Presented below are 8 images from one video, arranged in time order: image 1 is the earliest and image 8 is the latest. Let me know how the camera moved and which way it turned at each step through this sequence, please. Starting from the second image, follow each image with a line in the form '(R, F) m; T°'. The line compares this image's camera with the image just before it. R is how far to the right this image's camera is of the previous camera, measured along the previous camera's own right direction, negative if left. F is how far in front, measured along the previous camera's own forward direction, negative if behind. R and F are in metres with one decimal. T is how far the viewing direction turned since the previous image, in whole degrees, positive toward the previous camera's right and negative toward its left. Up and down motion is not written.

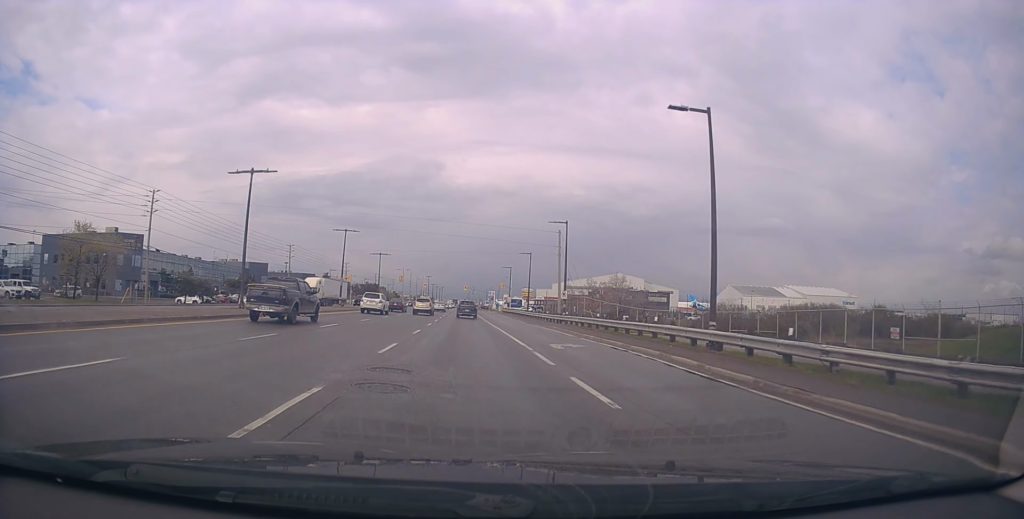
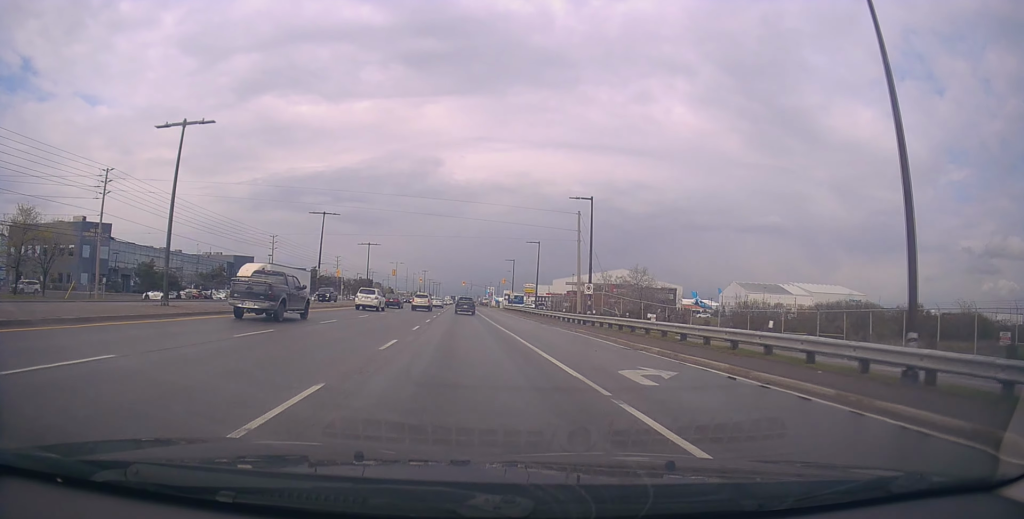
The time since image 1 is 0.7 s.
(-0.1, +8.8) m; -1°
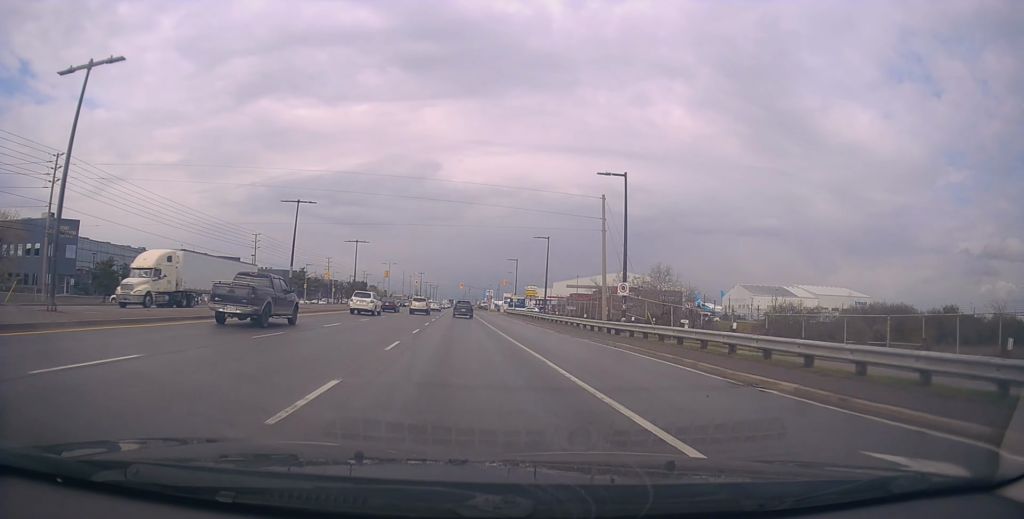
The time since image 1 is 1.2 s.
(-0.1, +7.4) m; 0°
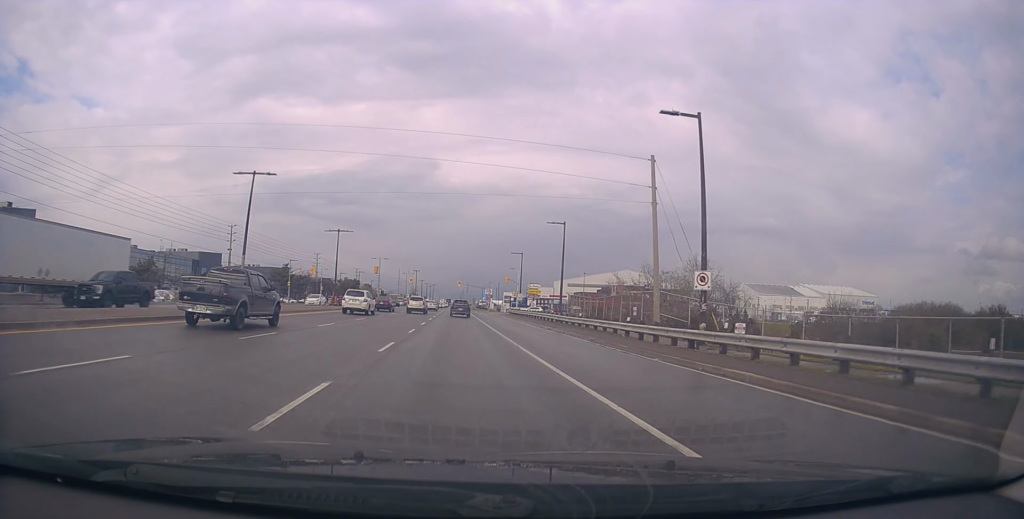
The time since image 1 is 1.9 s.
(-0.1, +9.2) m; +1°
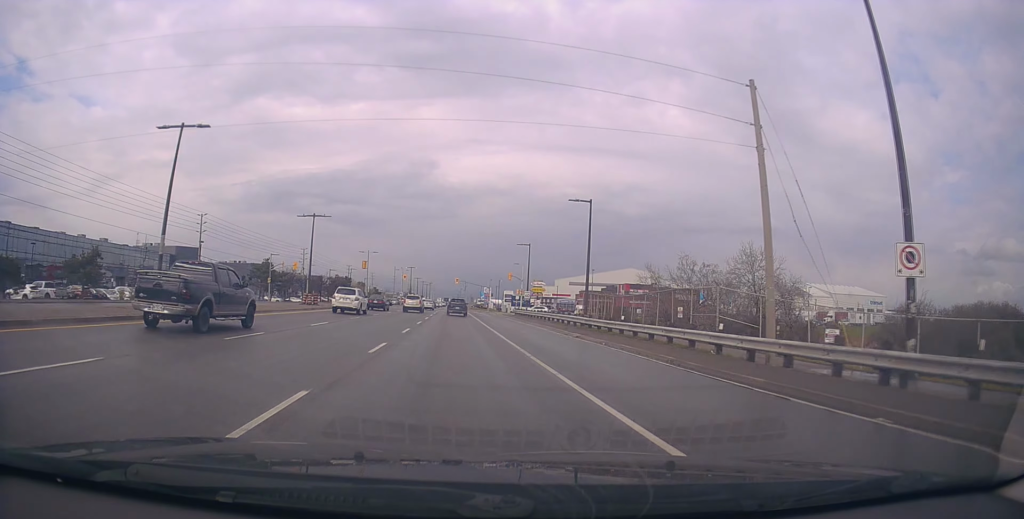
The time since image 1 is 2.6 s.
(+0.1, +9.3) m; 0°
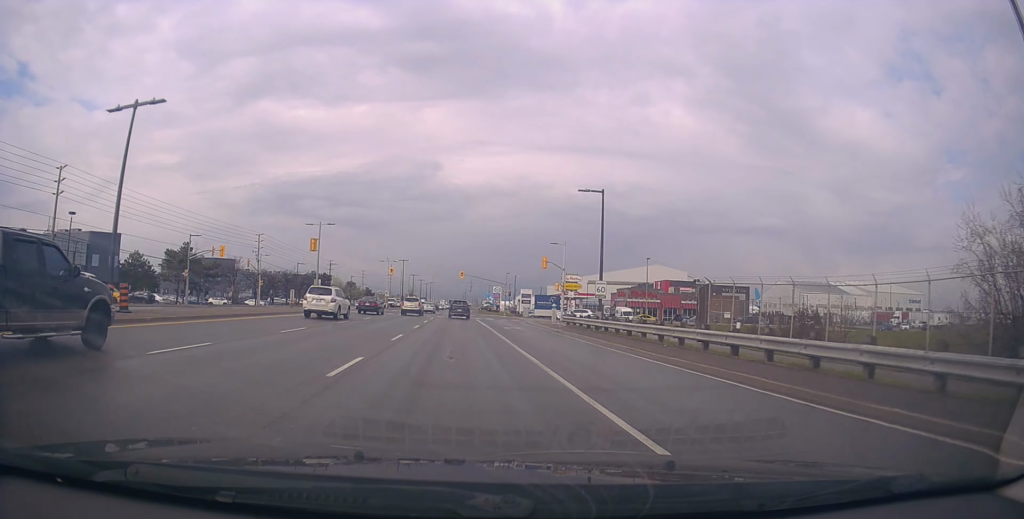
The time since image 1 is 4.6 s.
(-0.7, +29.7) m; -1°
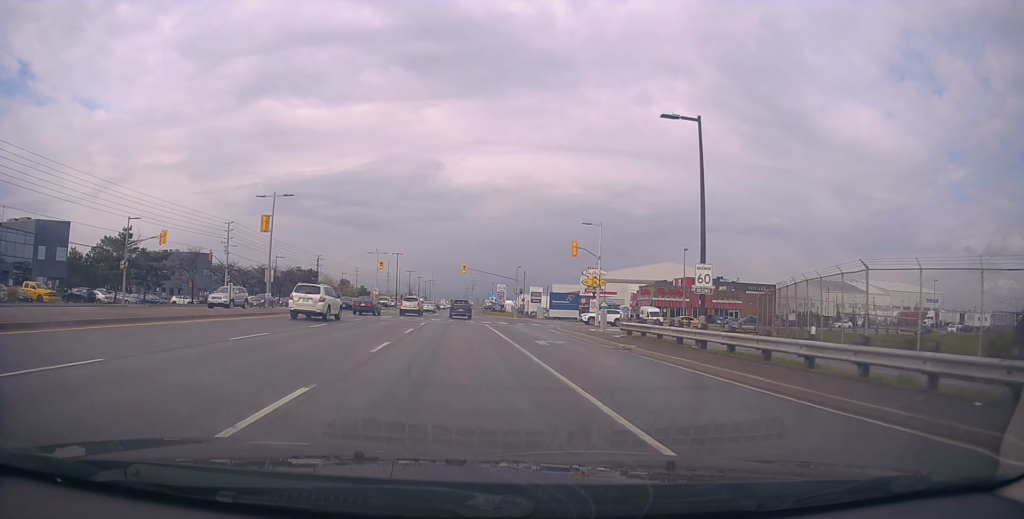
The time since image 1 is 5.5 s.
(+0.1, +13.0) m; +1°
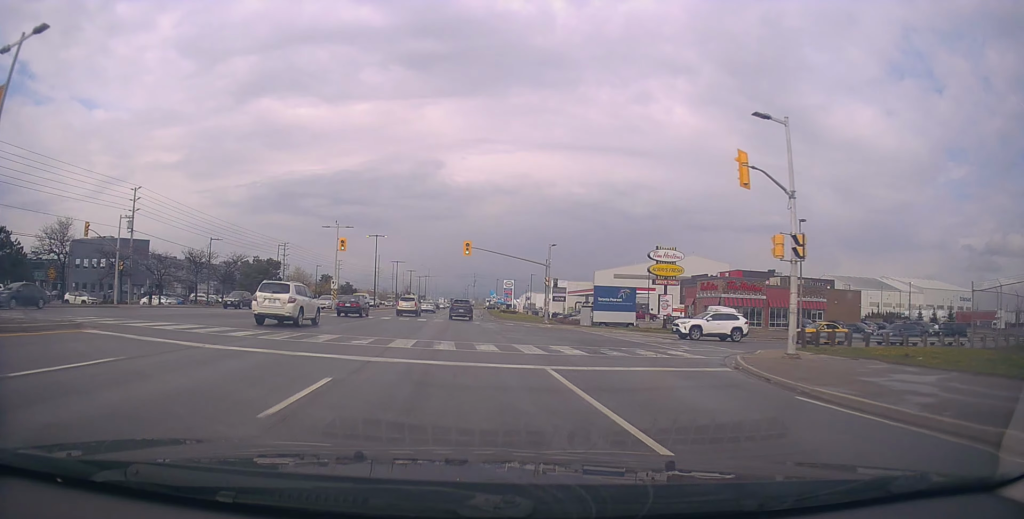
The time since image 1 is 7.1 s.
(+0.4, +24.6) m; -1°
